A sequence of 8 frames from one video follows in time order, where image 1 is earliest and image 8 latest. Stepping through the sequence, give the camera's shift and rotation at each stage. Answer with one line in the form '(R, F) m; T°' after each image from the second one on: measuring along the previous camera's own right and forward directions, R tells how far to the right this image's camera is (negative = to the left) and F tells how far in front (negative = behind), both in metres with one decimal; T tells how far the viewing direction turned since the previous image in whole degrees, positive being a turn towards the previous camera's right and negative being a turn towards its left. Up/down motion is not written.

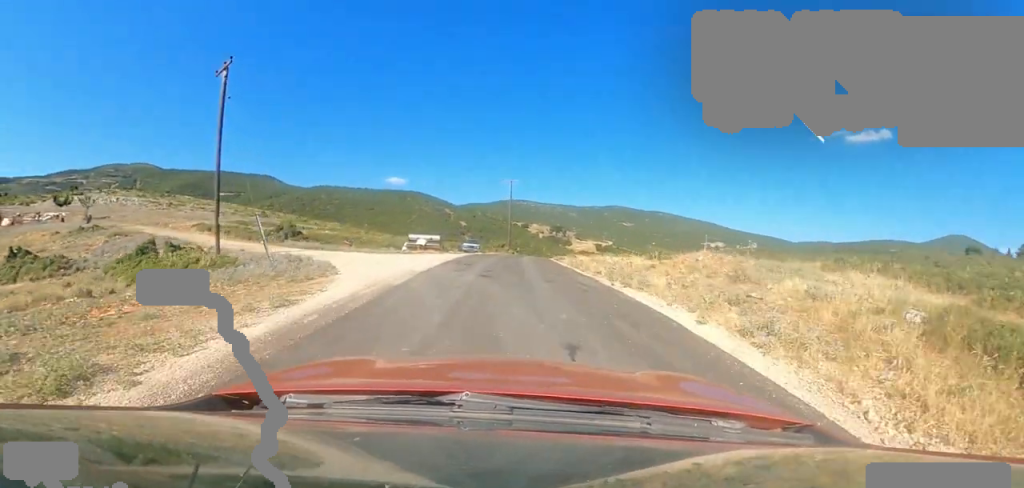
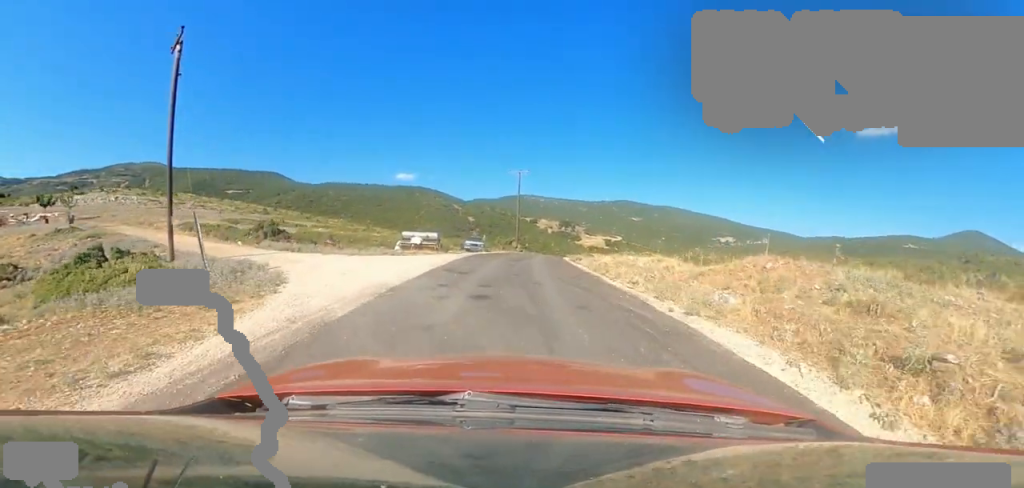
(-0.7, +3.2) m; -6°
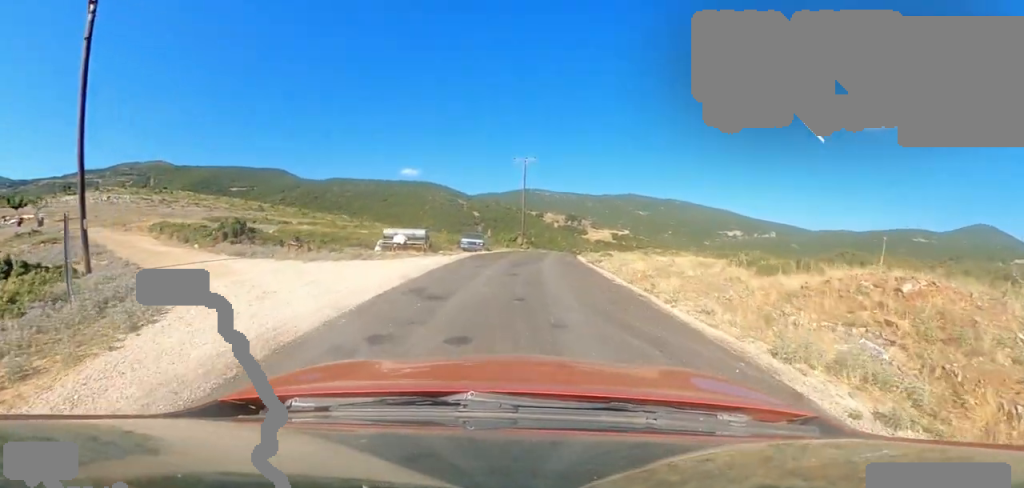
(-0.2, +3.9) m; -2°
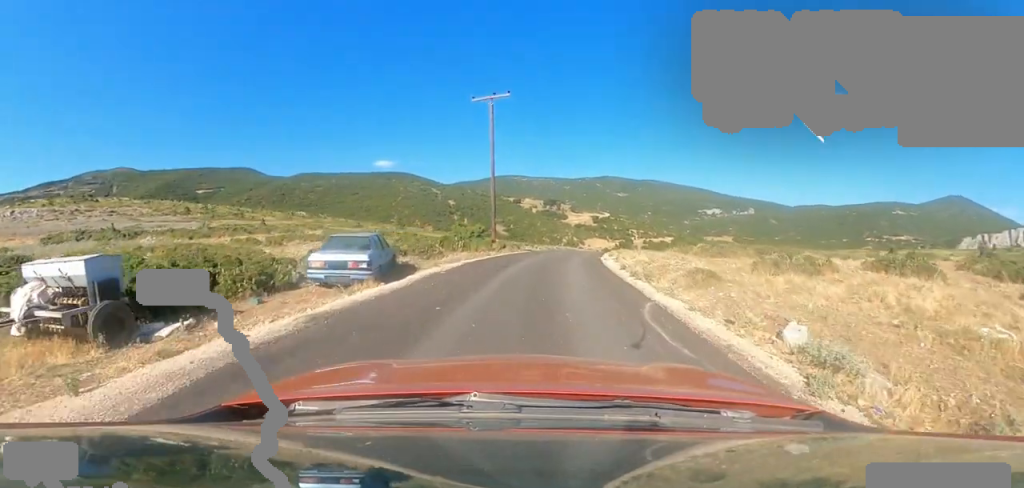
(+1.2, +13.8) m; +11°
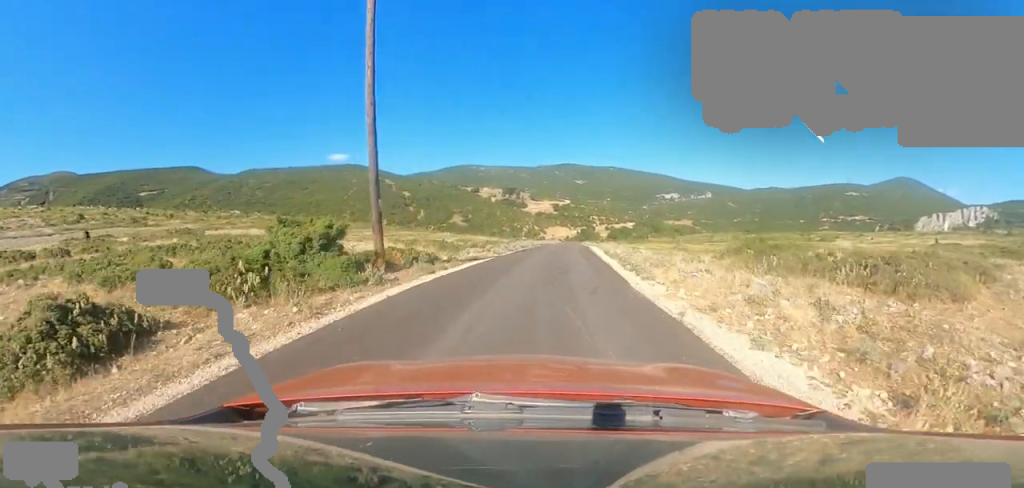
(+0.3, +11.0) m; -2°
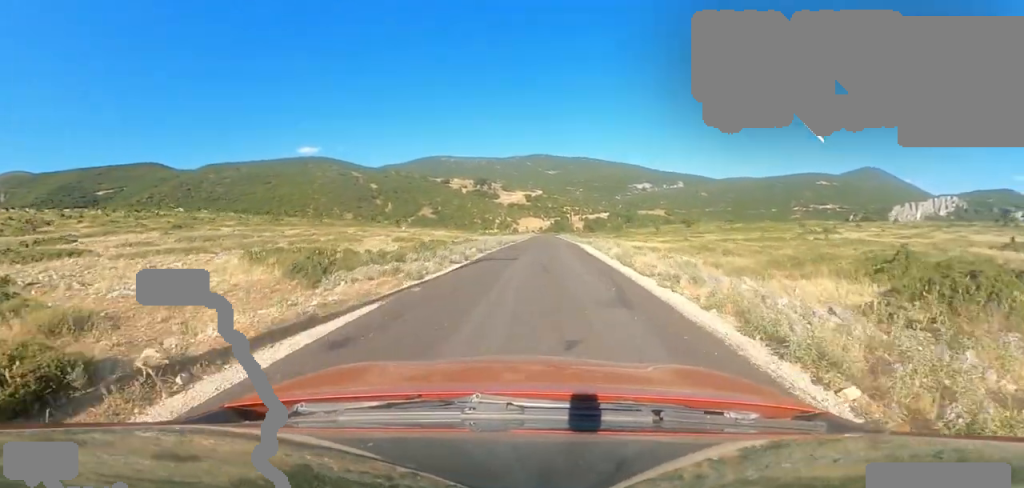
(-0.3, +10.0) m; +5°
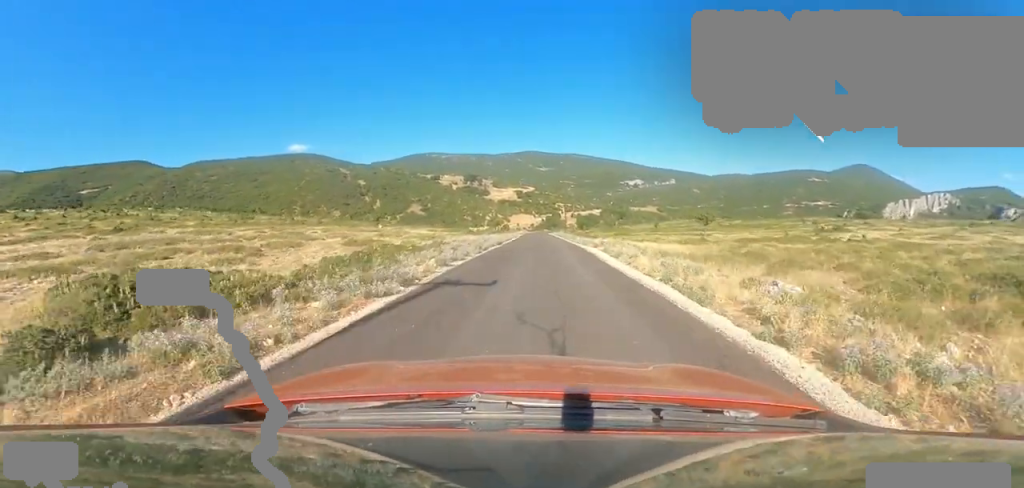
(+0.5, +5.5) m; +5°
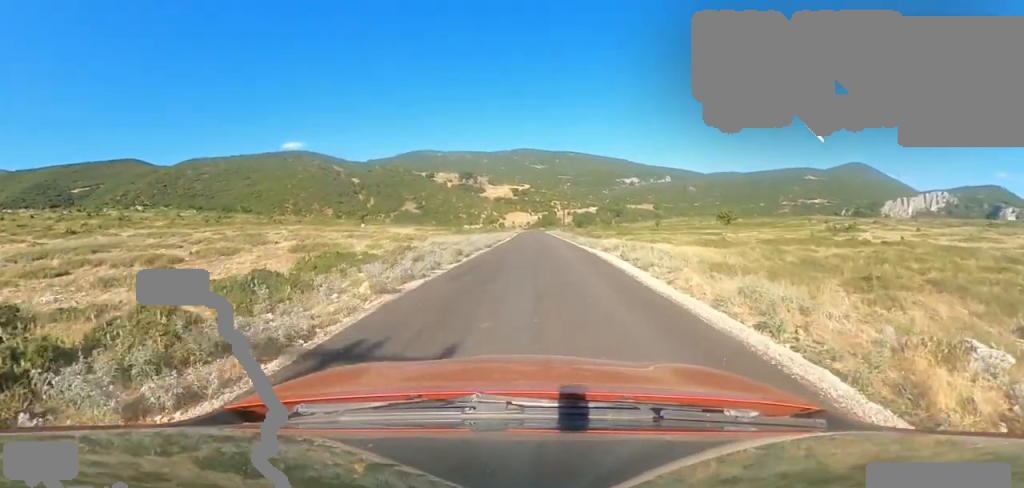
(+0.3, +4.1) m; +4°
